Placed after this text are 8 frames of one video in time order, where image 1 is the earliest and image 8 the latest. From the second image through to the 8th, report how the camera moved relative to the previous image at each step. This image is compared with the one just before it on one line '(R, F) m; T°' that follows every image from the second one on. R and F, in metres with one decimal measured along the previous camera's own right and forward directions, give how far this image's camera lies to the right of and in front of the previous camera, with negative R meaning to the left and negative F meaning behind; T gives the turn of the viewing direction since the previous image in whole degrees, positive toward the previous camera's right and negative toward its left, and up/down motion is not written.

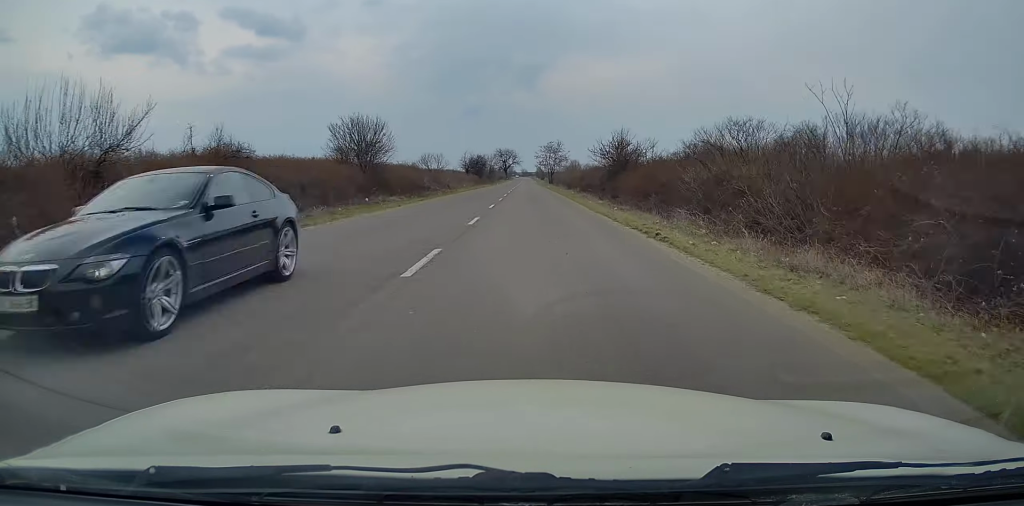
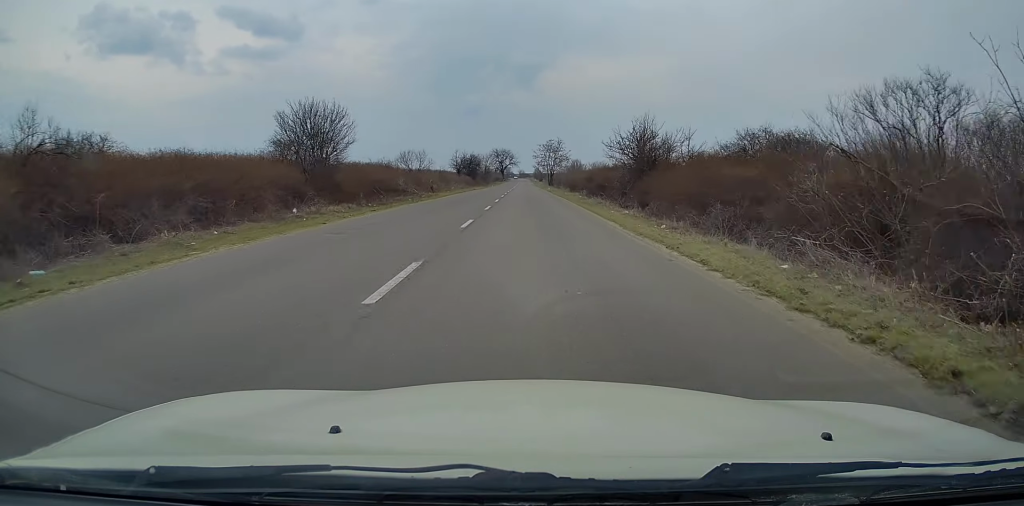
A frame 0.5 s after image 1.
(0.0, +10.9) m; 0°
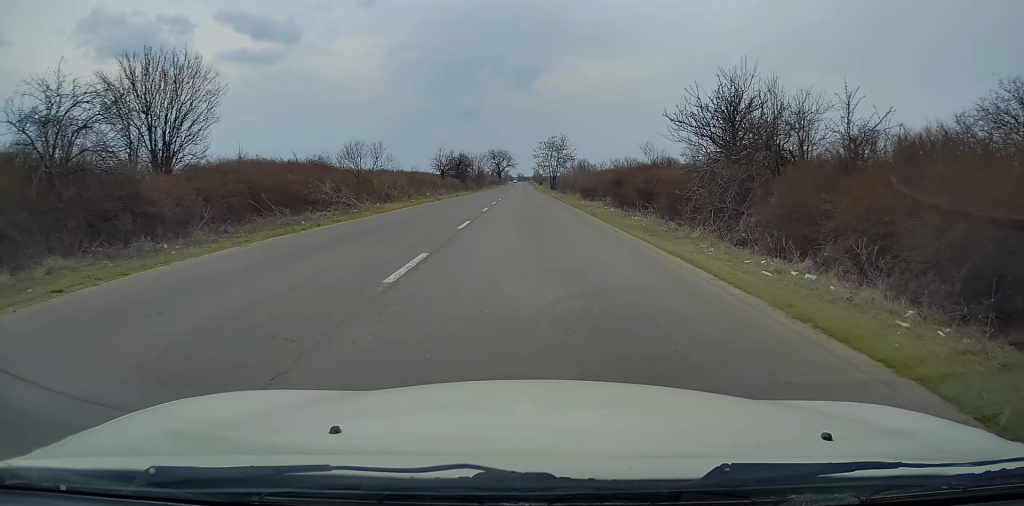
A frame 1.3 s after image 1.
(0.0, +18.2) m; 0°
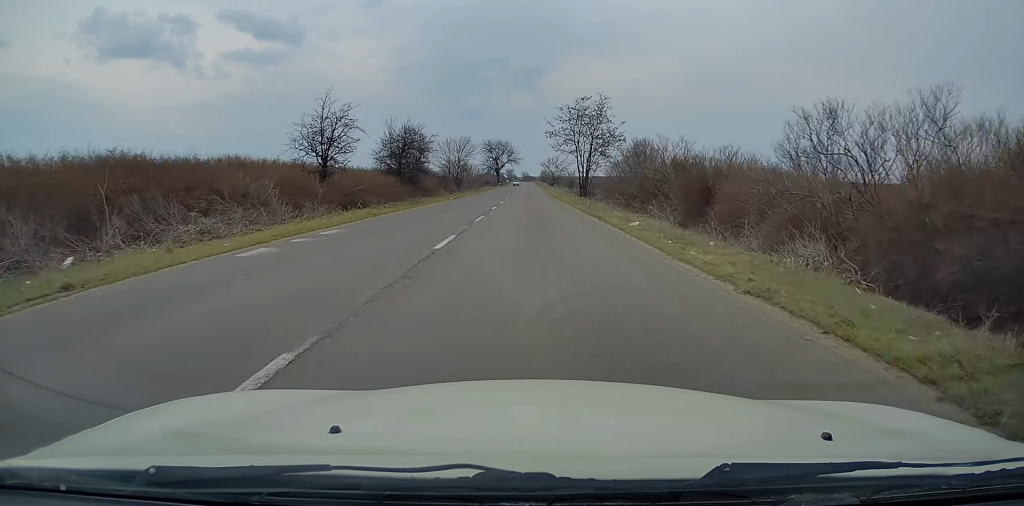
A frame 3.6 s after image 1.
(+0.2, +51.2) m; 0°
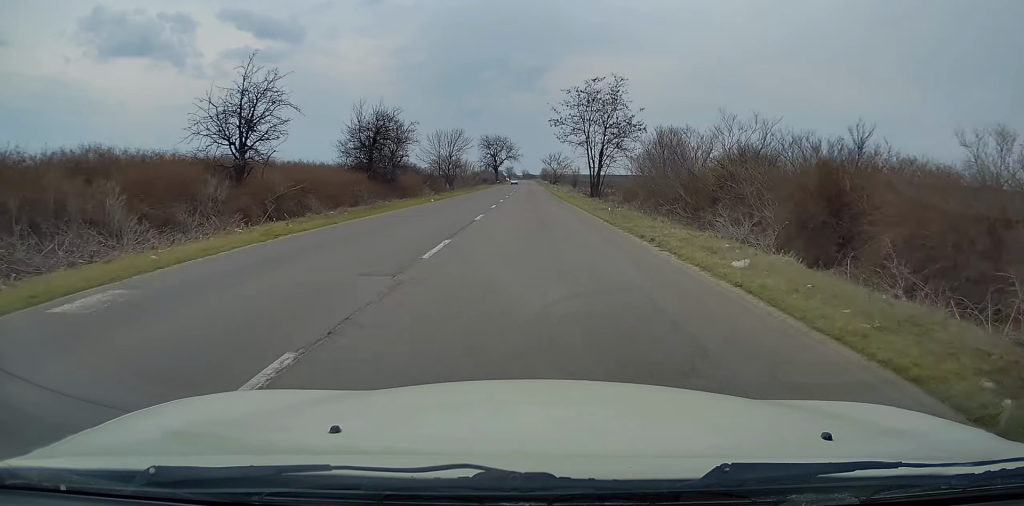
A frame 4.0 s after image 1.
(0.0, +10.3) m; 0°
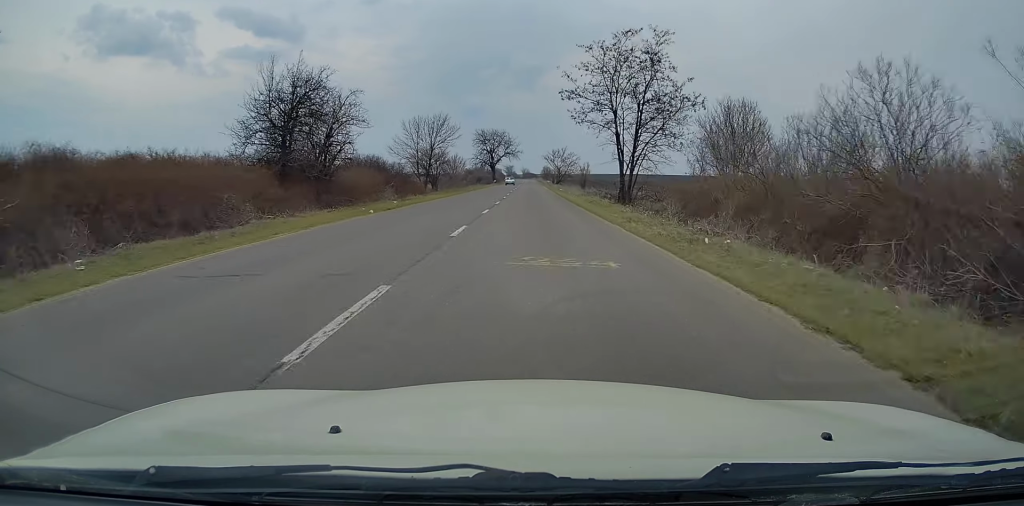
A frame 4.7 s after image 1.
(0.0, +16.1) m; 0°
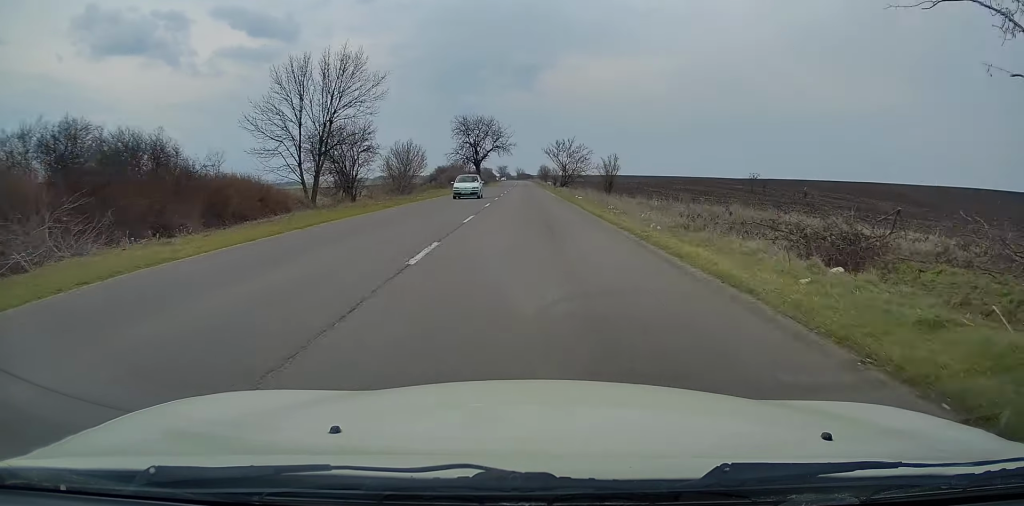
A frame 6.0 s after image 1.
(-0.1, +32.7) m; 0°
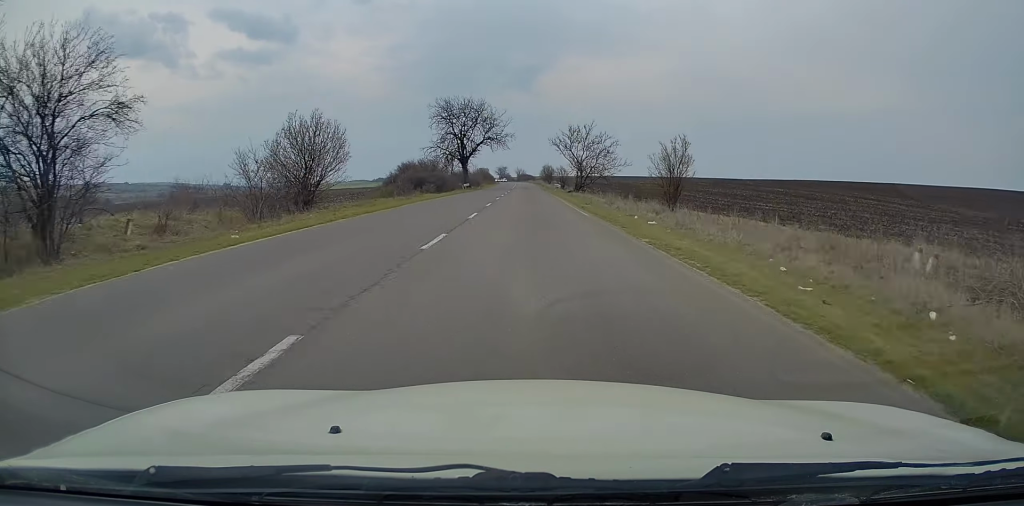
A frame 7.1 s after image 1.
(+0.1, +26.2) m; 0°
